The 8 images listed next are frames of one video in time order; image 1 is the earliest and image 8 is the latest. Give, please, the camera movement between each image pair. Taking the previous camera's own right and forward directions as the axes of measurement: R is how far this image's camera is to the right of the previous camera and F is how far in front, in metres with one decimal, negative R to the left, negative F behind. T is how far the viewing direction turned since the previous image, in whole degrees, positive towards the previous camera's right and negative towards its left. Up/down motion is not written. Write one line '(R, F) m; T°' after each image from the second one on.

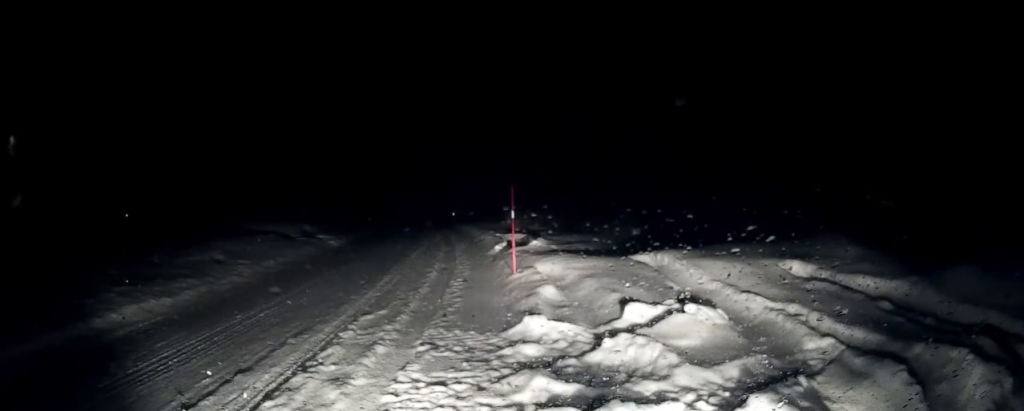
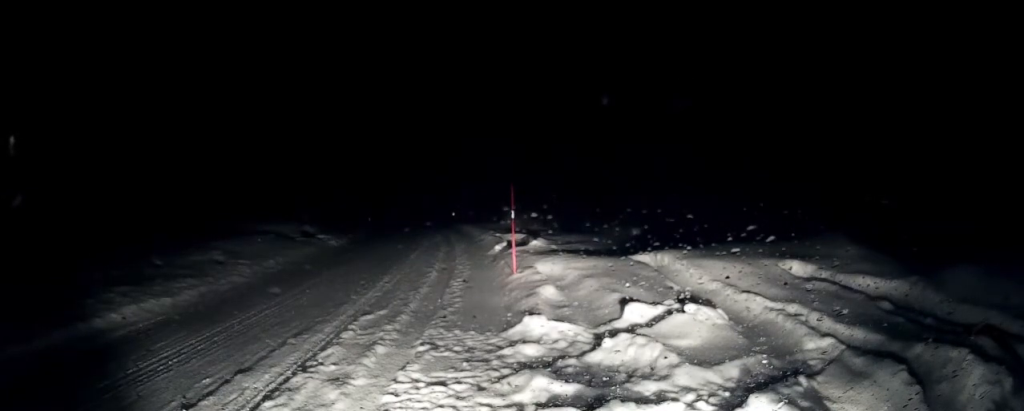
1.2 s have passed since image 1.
(0.0, 0.0) m; 0°
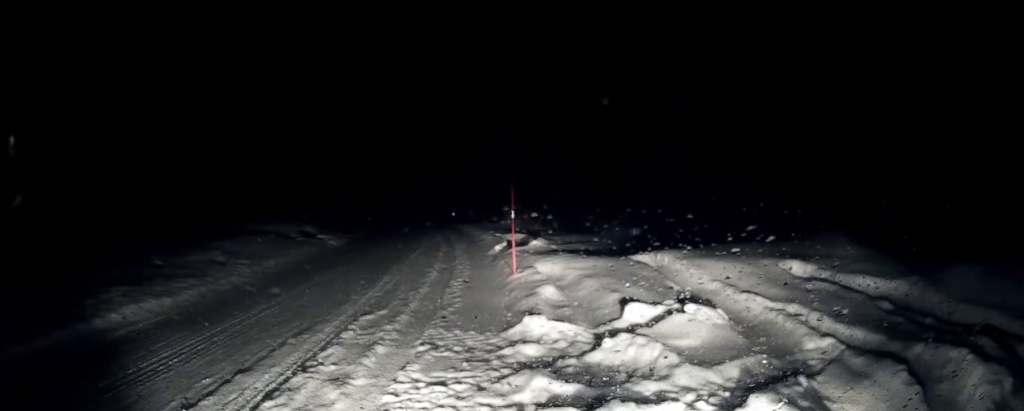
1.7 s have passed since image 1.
(0.0, 0.0) m; 0°
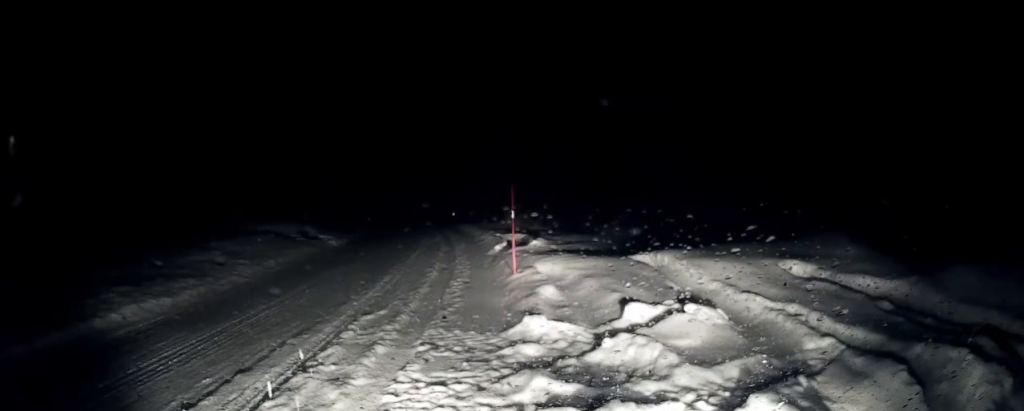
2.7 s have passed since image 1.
(0.0, 0.0) m; 0°
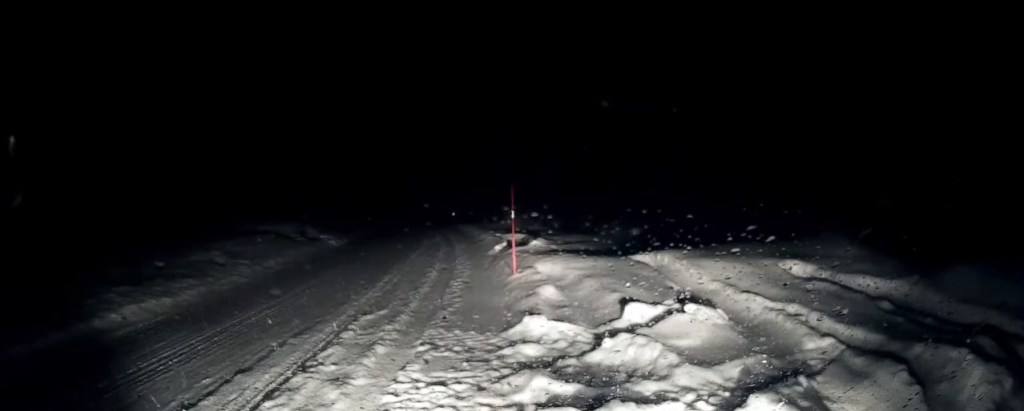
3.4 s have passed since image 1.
(0.0, 0.0) m; 0°
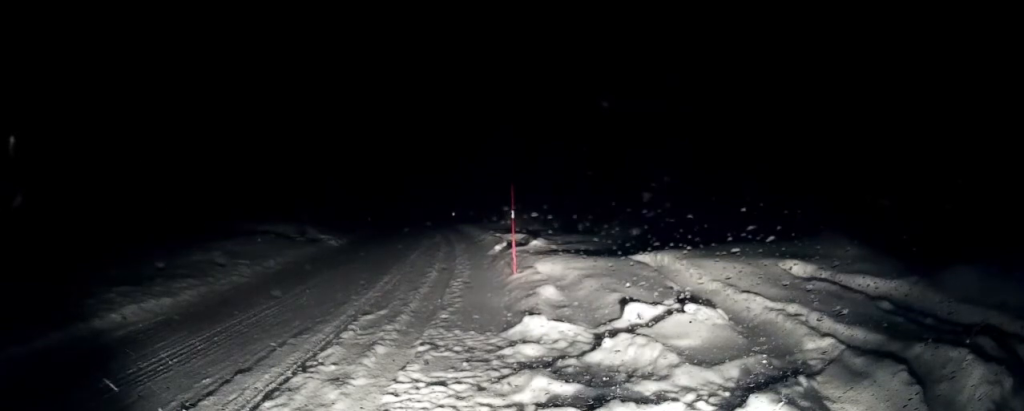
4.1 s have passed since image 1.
(0.0, 0.0) m; 0°
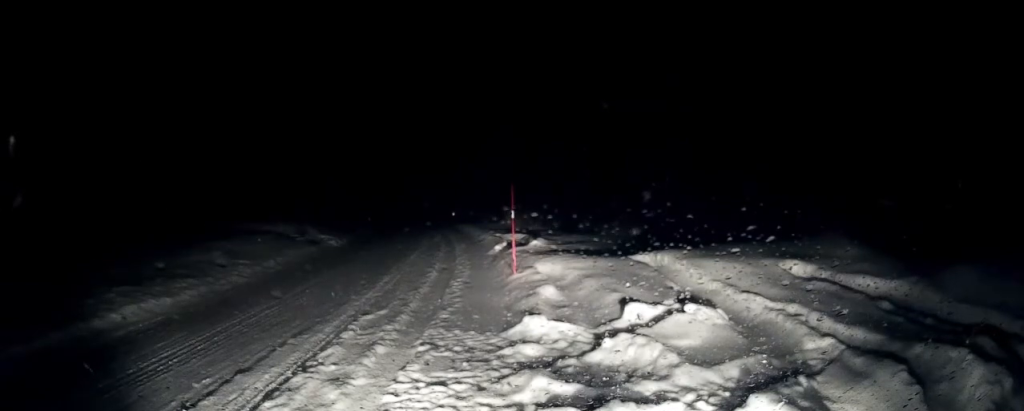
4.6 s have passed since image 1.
(0.0, 0.0) m; 0°
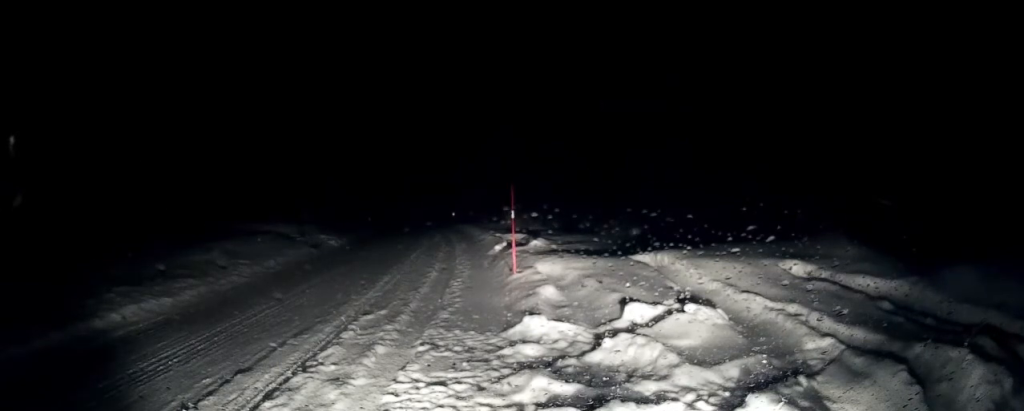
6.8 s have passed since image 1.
(0.0, 0.0) m; 0°
